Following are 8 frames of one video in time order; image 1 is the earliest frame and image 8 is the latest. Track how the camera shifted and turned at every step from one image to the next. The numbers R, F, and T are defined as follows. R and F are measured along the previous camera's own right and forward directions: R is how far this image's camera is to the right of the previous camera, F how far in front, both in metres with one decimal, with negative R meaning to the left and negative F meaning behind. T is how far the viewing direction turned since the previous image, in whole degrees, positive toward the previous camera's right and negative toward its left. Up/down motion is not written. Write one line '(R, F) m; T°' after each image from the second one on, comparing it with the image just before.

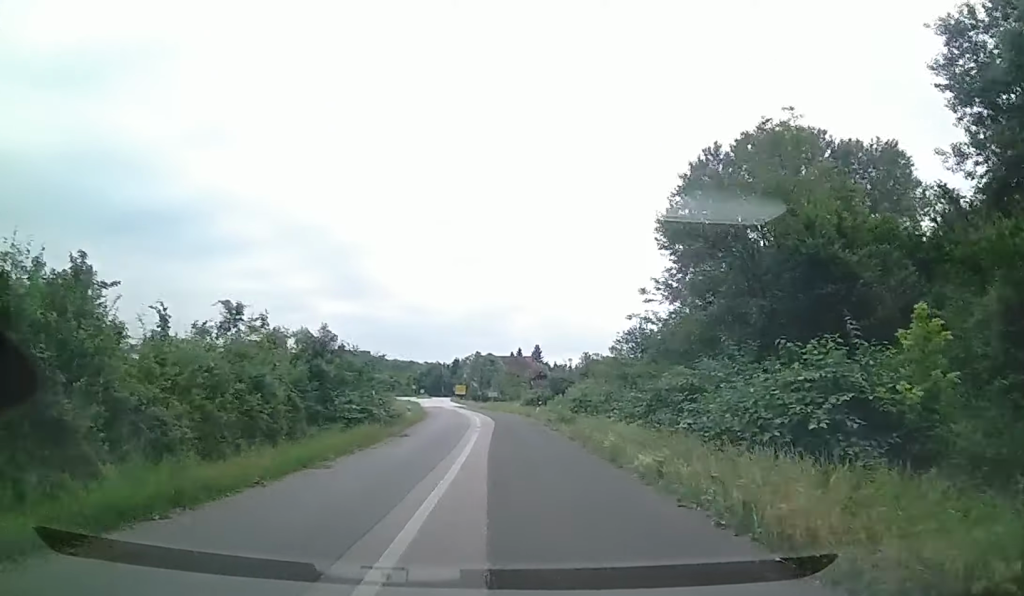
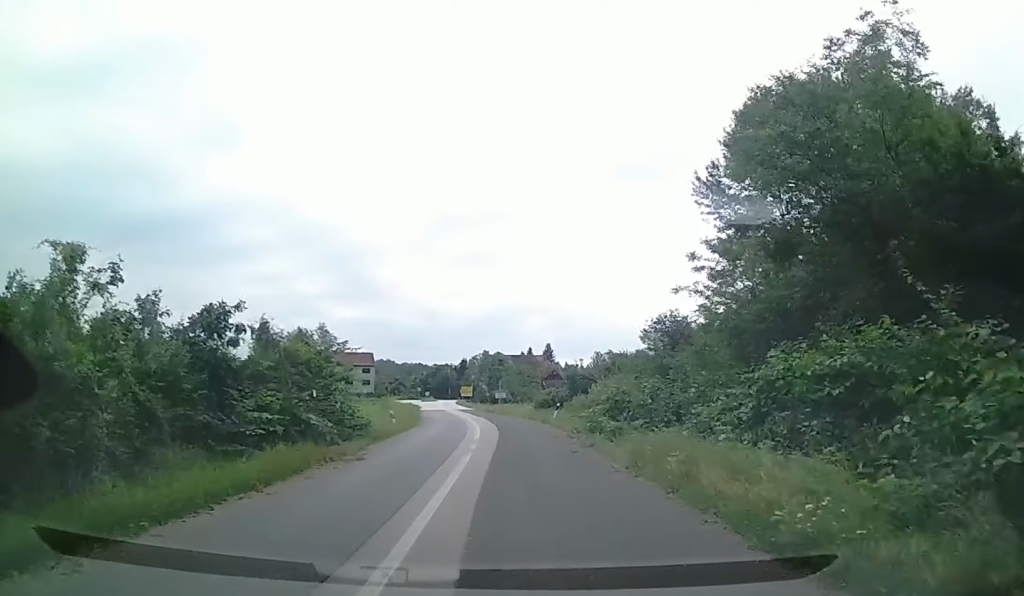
(-0.2, +8.3) m; 0°
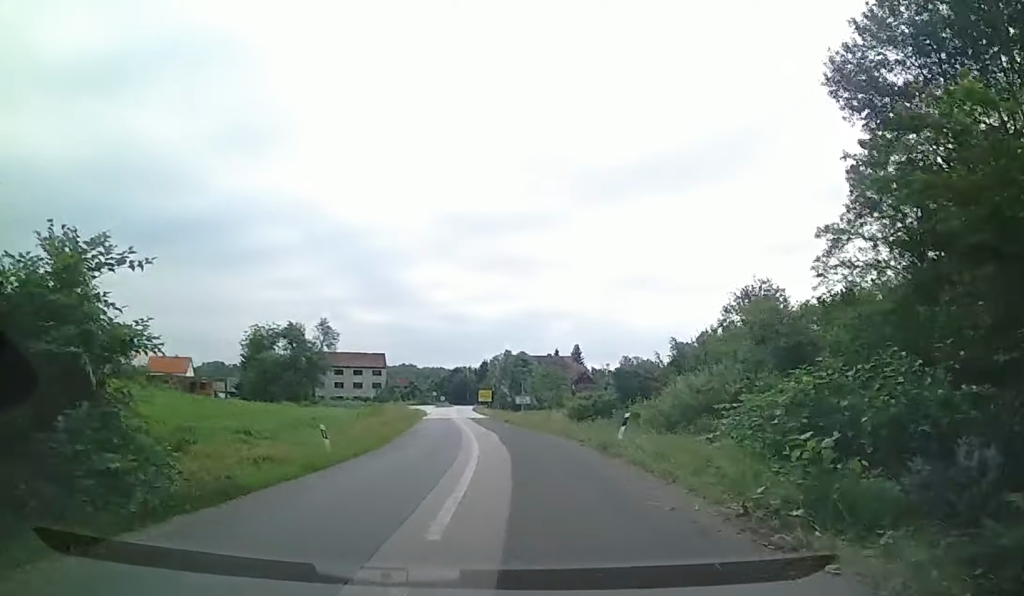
(+0.1, +14.3) m; +1°
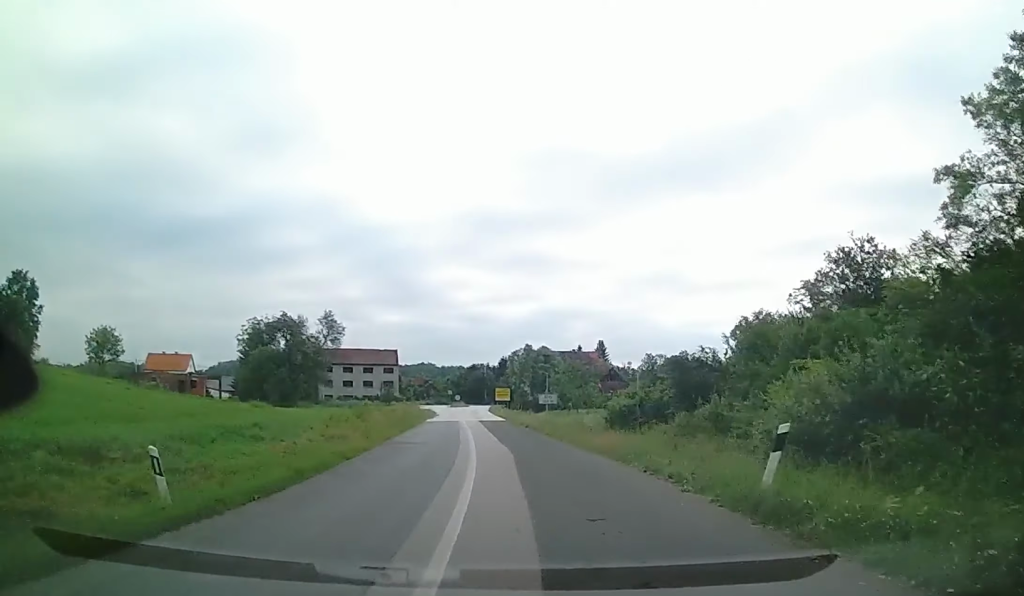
(+0.4, +9.2) m; -1°
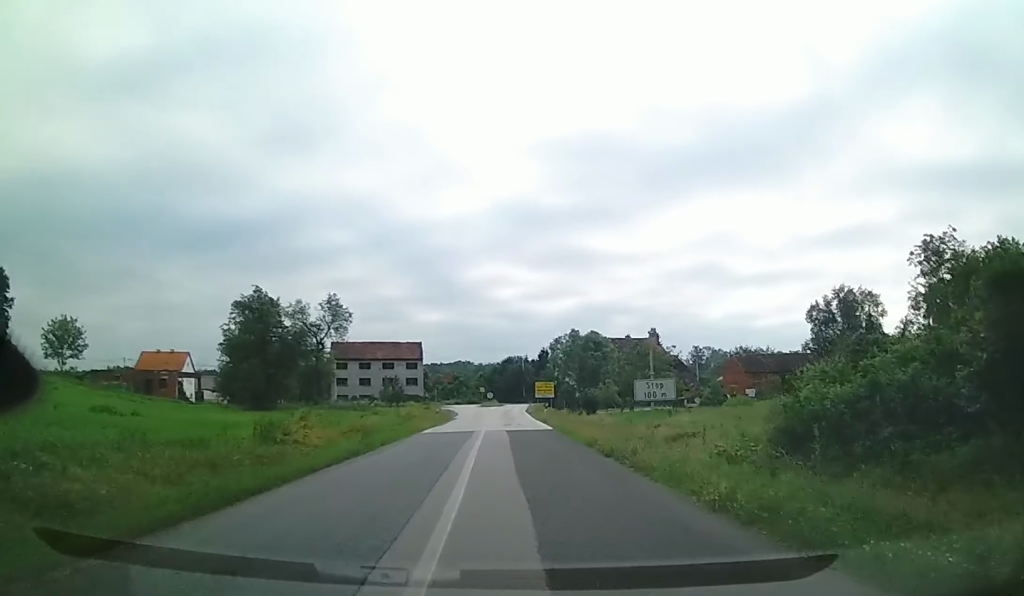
(-0.8, +17.9) m; -3°
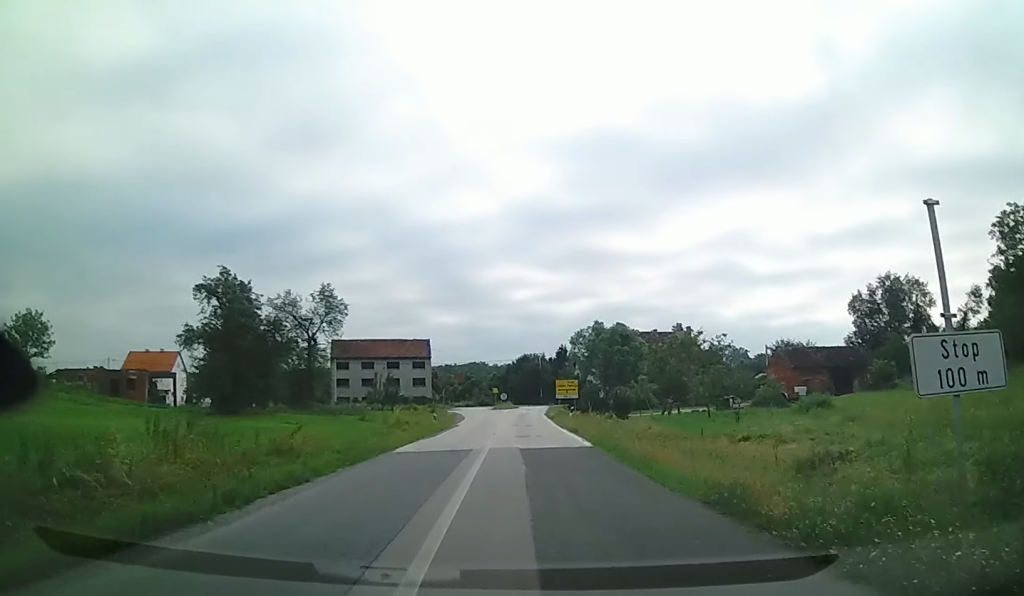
(0.0, +9.6) m; +1°
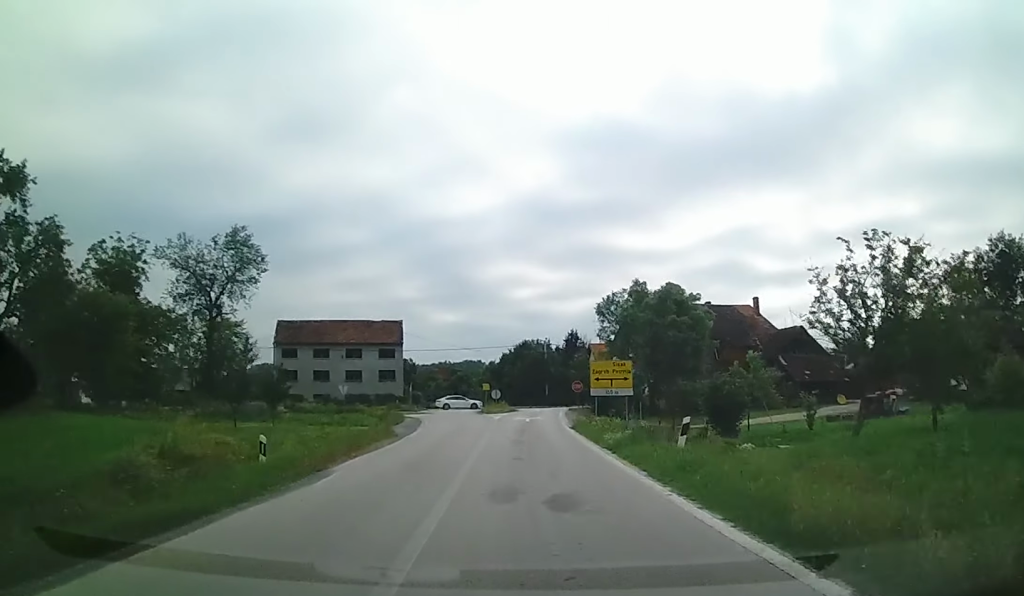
(+0.4, +25.3) m; 0°
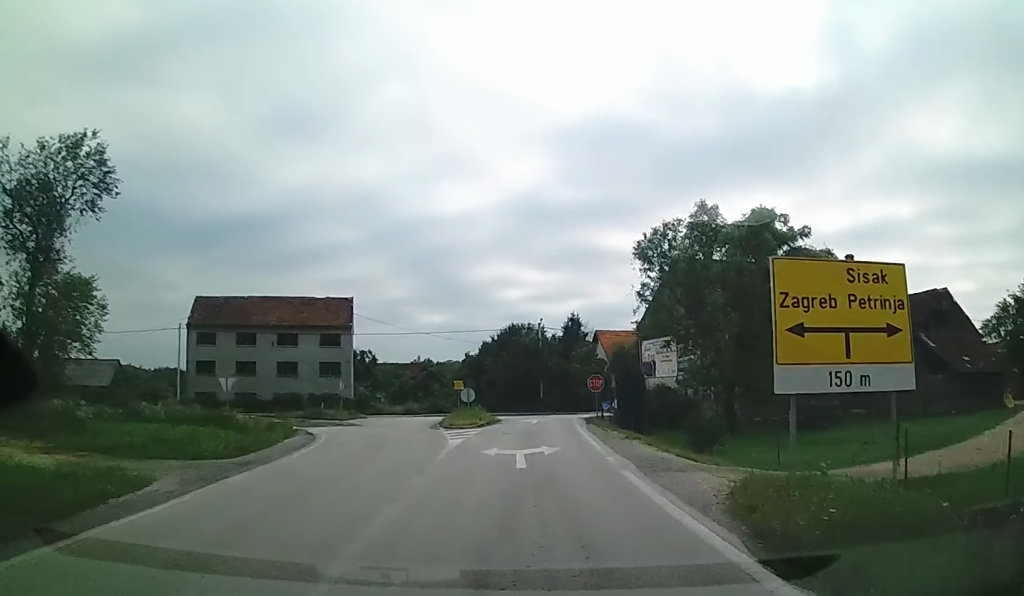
(+0.4, +20.1) m; +3°
